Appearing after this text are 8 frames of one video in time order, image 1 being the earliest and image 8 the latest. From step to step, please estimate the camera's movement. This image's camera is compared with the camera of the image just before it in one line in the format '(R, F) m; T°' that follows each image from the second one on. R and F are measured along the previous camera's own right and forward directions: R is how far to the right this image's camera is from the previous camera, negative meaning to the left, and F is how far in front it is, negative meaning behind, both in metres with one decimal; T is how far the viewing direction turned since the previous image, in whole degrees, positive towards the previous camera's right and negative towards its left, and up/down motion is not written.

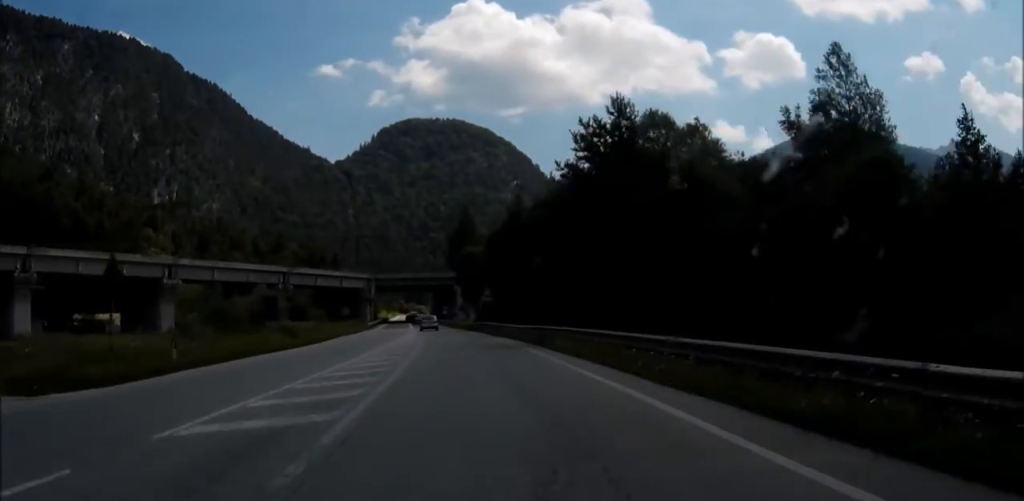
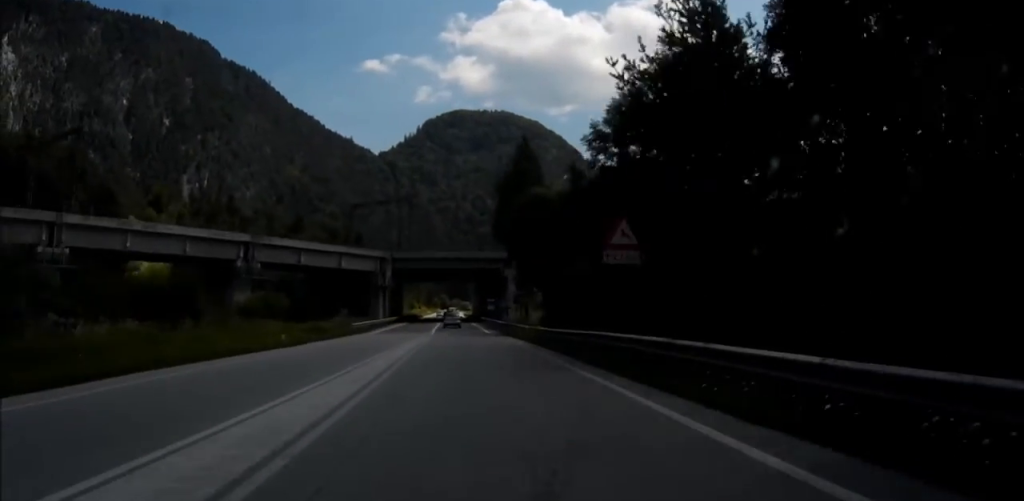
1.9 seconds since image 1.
(-1.4, +40.1) m; -2°
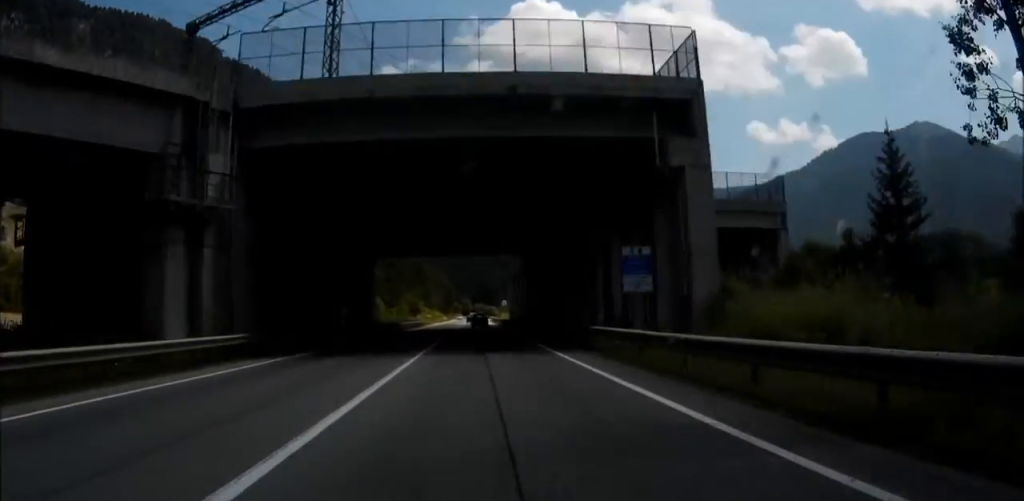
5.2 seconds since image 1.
(-0.9, +73.4) m; -1°
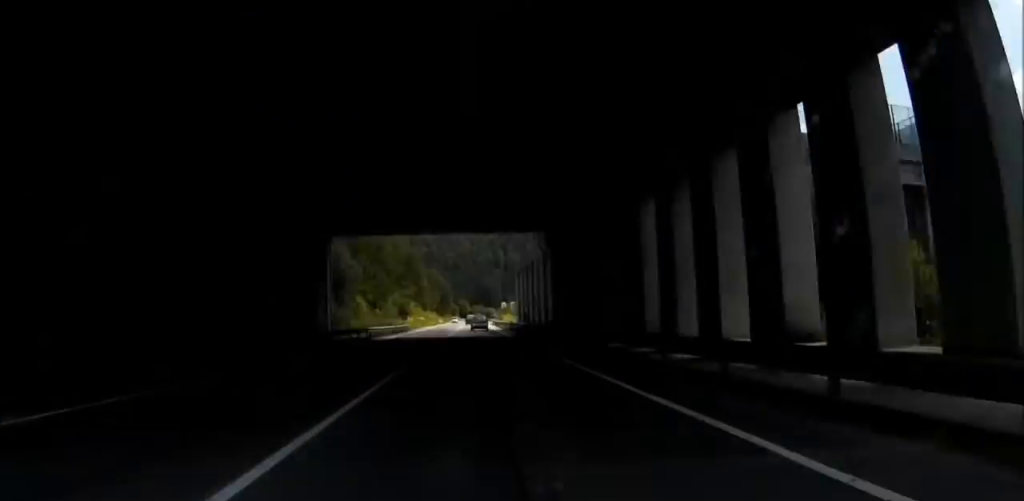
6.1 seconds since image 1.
(0.0, +21.0) m; 0°
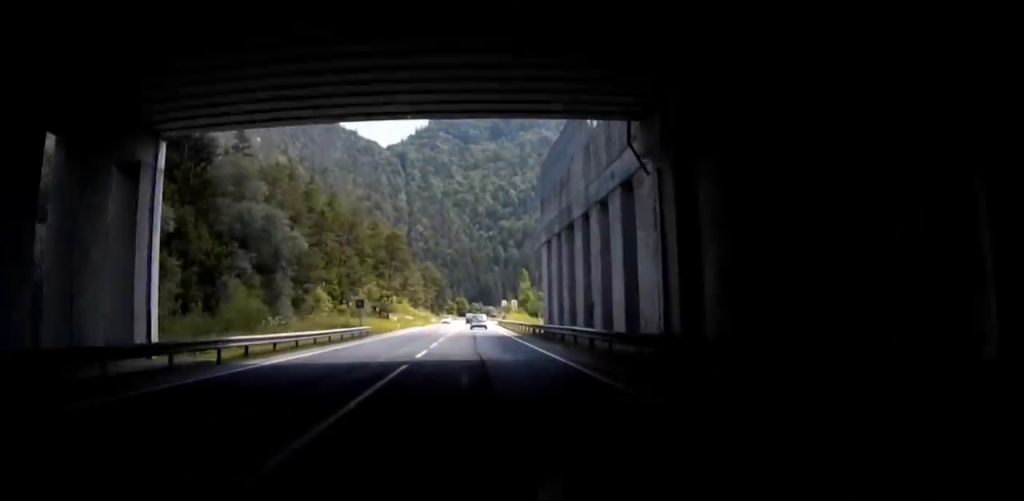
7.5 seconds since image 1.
(0.0, +30.5) m; 0°
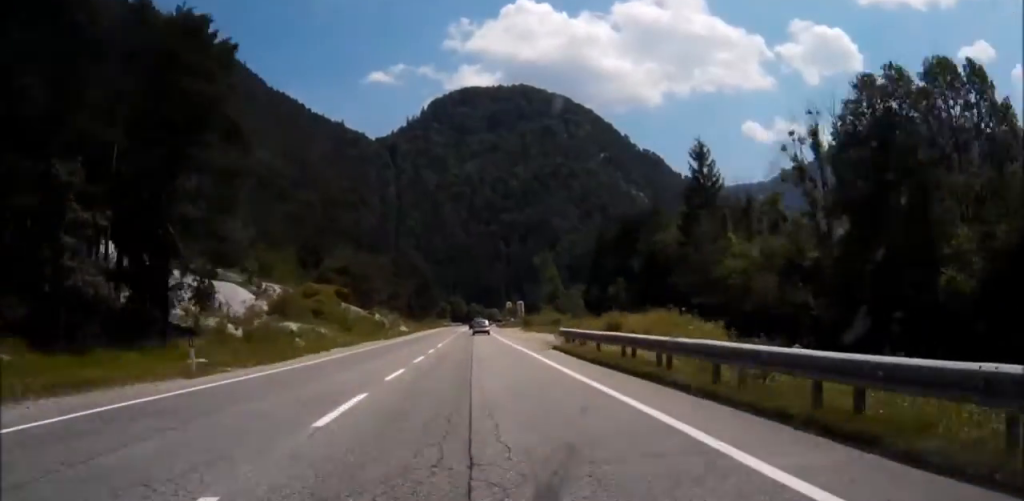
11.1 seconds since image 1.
(+0.1, +87.2) m; 0°
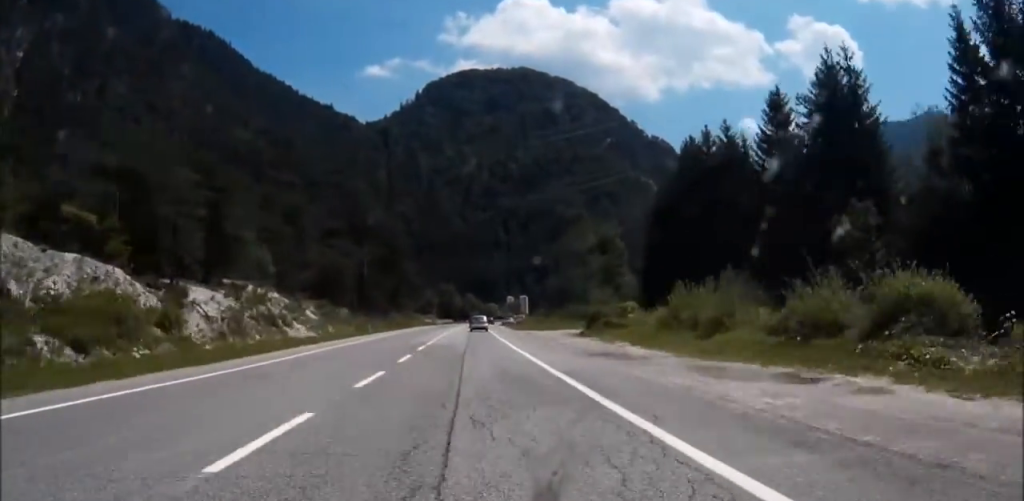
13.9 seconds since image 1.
(+0.5, +66.4) m; +1°
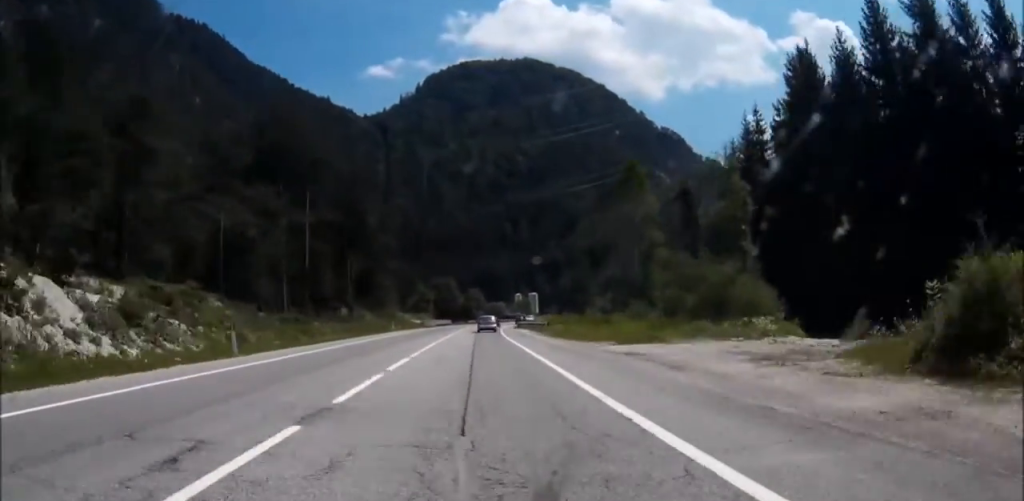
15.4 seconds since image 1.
(0.0, +37.1) m; 0°
